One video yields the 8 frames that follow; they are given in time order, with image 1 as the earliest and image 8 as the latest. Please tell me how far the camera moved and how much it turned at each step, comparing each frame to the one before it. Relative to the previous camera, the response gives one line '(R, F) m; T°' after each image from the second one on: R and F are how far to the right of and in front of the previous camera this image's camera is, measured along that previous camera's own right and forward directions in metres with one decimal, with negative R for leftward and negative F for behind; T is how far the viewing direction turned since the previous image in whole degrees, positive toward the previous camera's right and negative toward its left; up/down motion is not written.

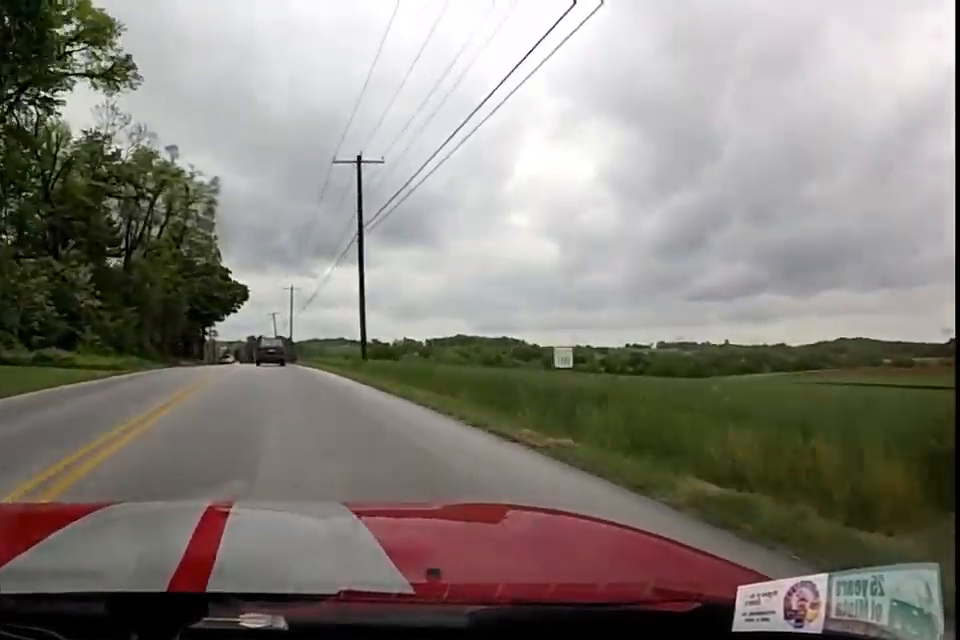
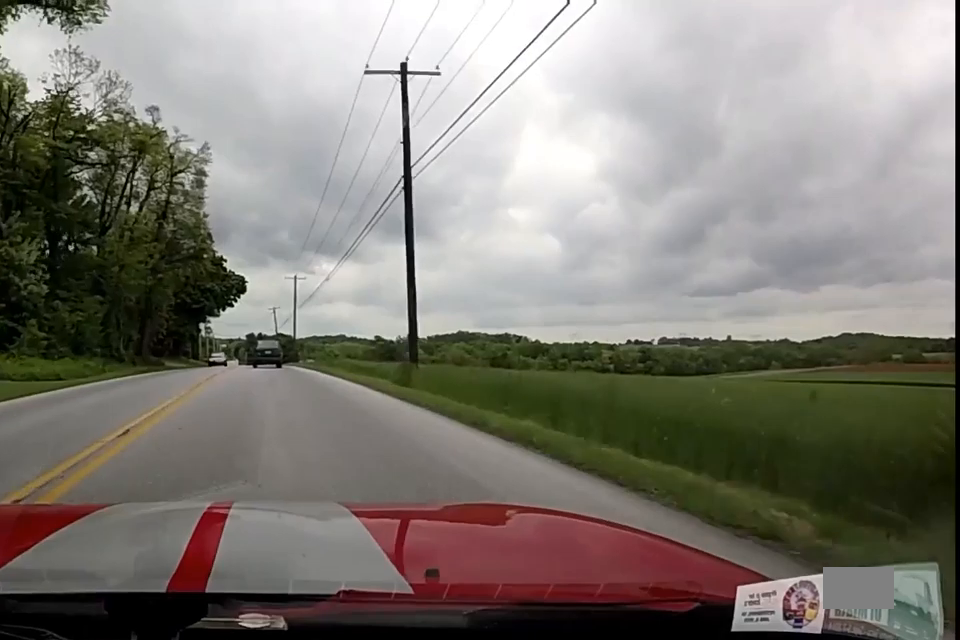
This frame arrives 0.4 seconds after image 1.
(0.0, +9.7) m; 0°
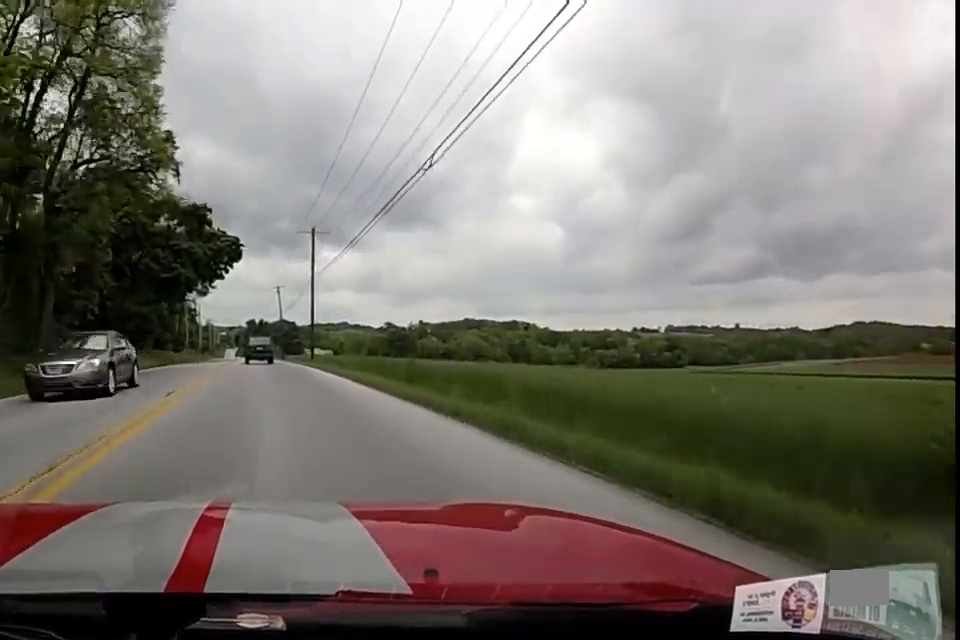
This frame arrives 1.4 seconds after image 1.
(0.0, +23.9) m; 0°
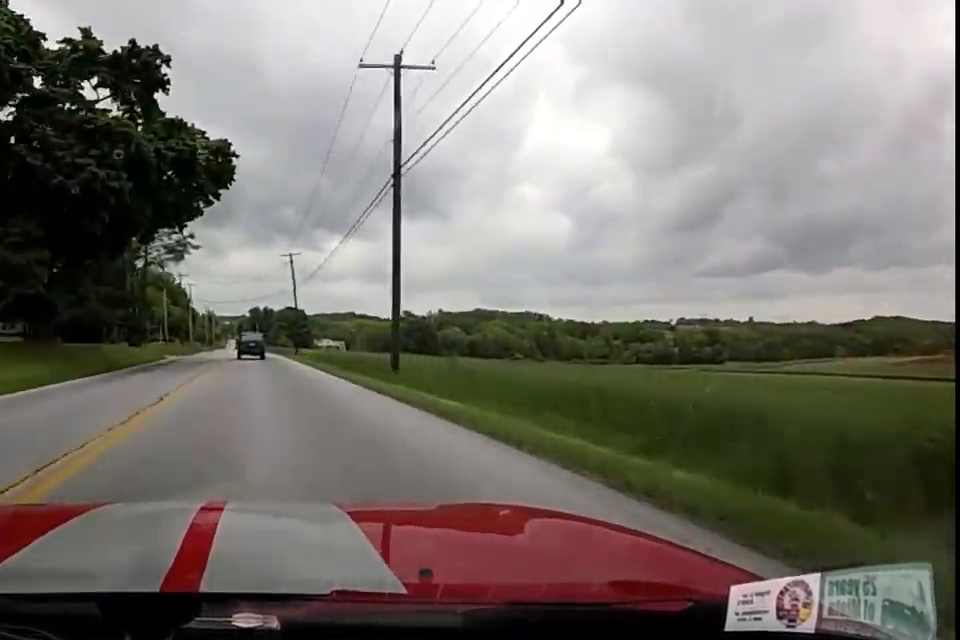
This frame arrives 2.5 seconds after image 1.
(0.0, +28.2) m; 0°
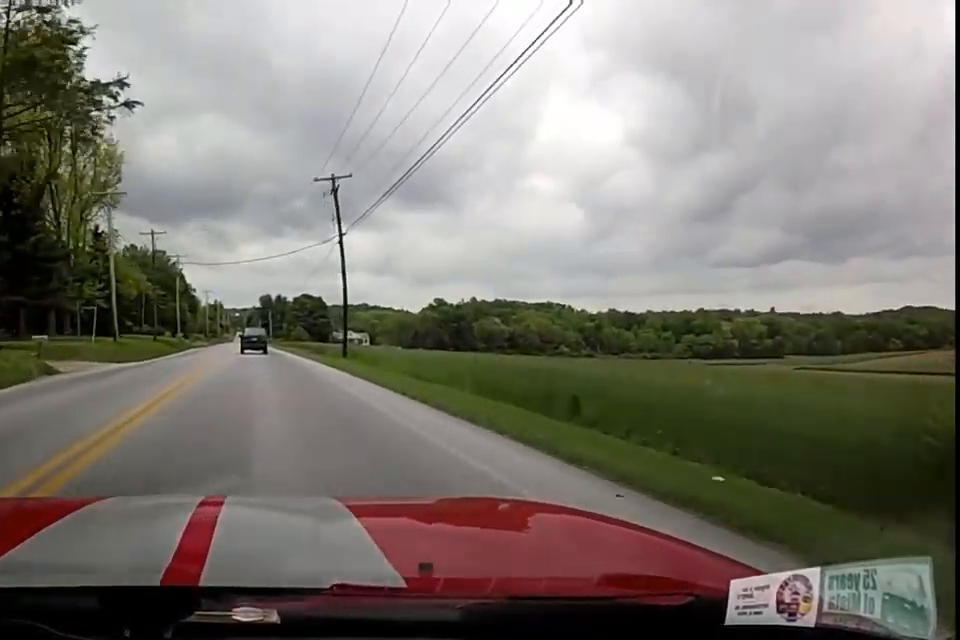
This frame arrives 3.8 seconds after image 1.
(0.0, +32.4) m; 0°
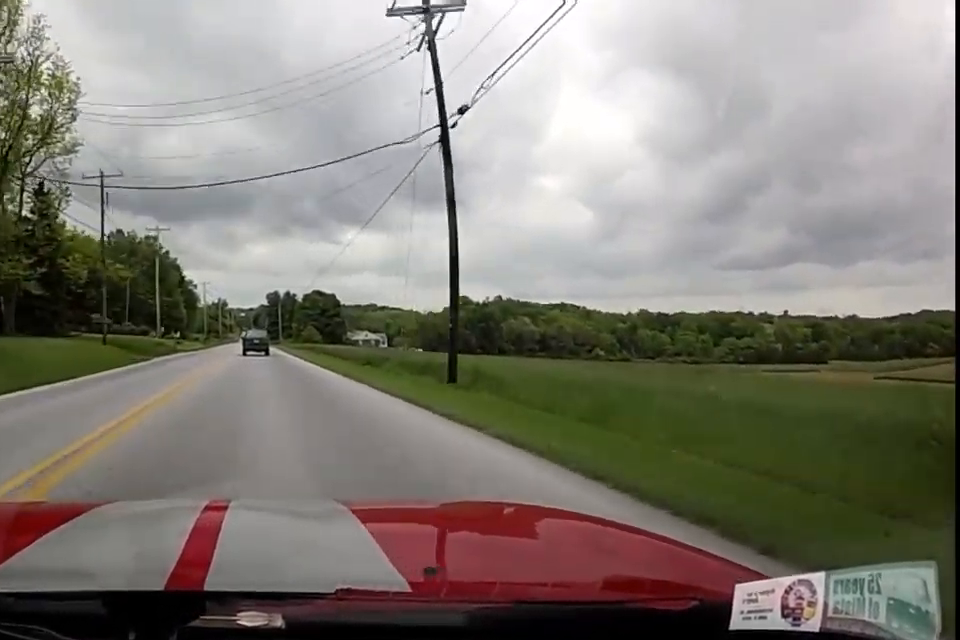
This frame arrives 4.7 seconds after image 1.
(0.0, +21.7) m; 0°
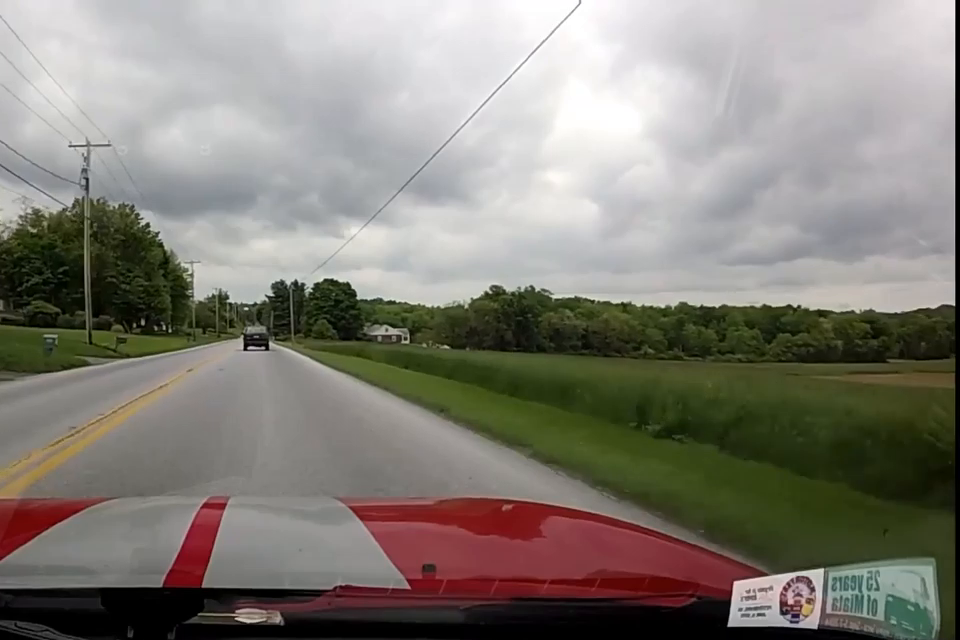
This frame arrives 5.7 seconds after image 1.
(0.0, +27.8) m; 0°
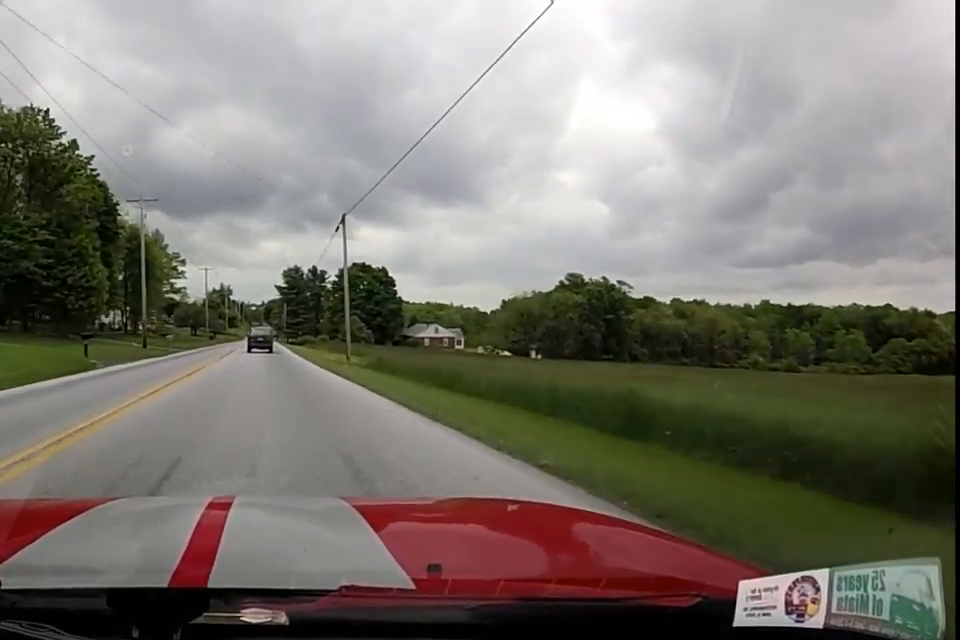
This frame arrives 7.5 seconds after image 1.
(-0.6, +47.4) m; -1°
